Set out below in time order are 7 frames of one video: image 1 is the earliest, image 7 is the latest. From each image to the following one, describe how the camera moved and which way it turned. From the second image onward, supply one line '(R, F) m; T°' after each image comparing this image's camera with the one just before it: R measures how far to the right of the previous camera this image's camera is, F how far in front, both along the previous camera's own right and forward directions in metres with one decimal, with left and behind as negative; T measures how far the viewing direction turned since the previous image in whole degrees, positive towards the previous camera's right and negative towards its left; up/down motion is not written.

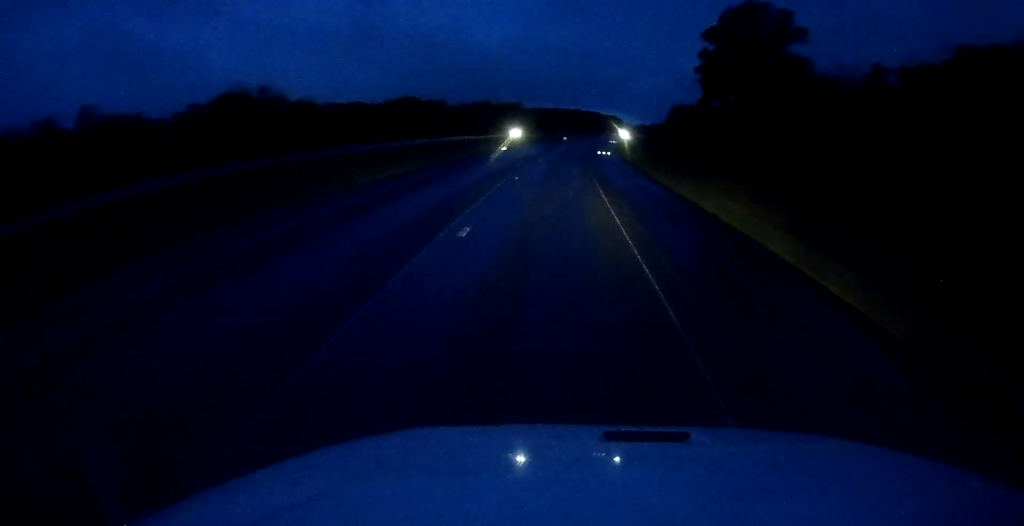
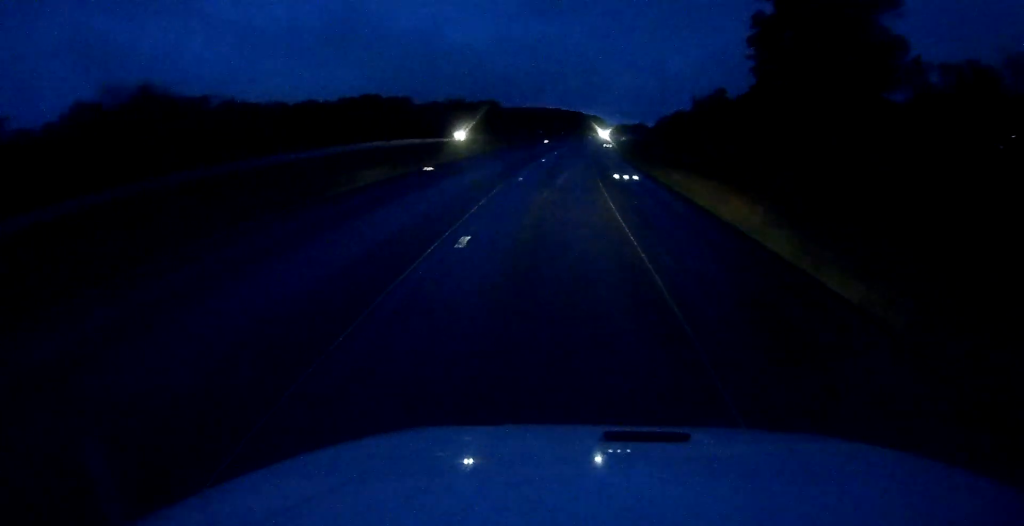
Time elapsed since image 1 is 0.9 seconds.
(+0.4, +28.5) m; +1°
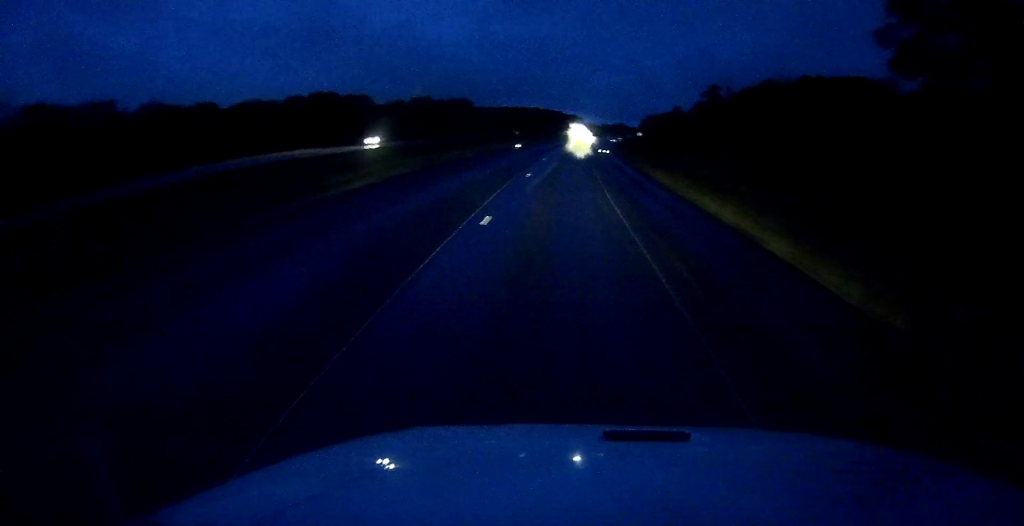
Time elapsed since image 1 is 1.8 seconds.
(+0.3, +26.5) m; +2°
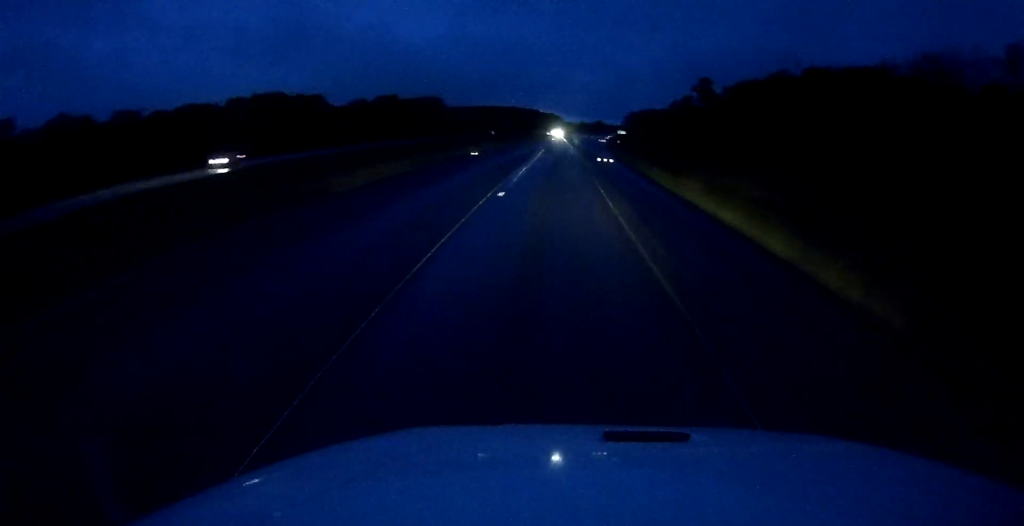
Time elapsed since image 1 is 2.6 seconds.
(+0.5, +23.4) m; +2°
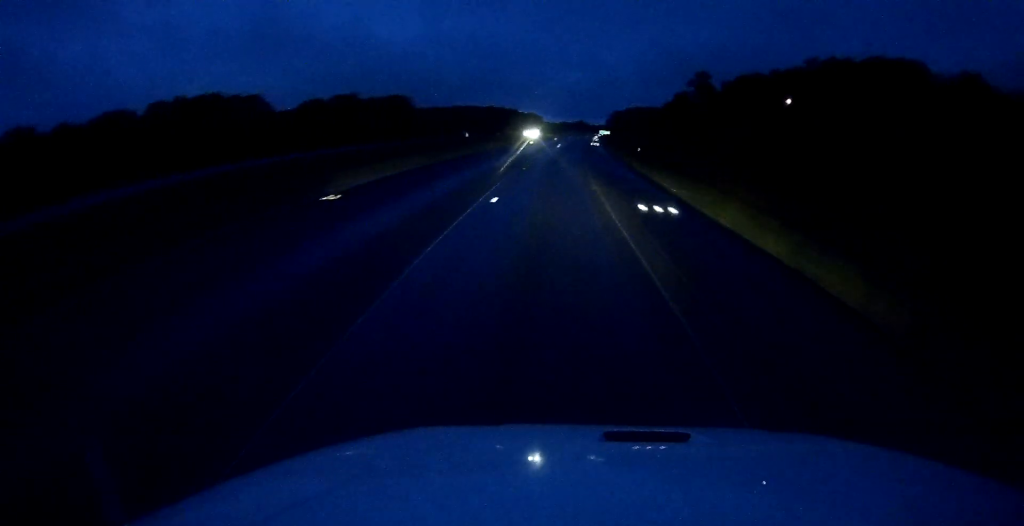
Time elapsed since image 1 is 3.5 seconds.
(+0.7, +27.5) m; +3°
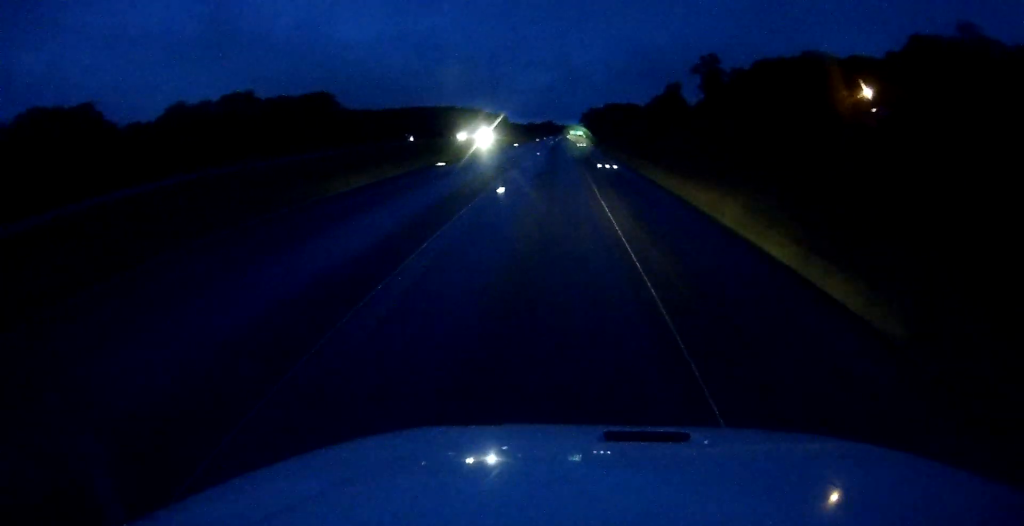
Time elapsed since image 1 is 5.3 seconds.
(+1.9, +57.7) m; +3°
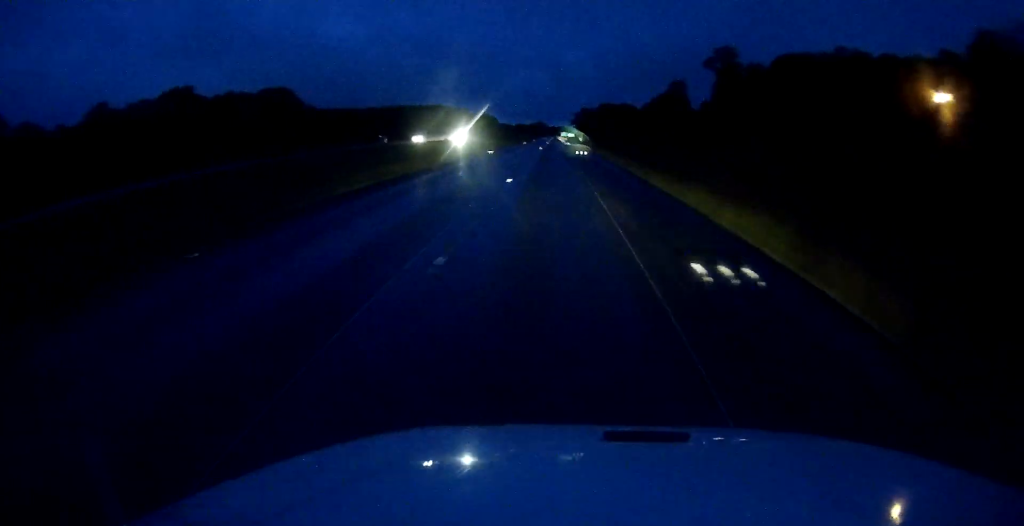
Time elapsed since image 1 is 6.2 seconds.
(+0.1, +25.8) m; +1°
